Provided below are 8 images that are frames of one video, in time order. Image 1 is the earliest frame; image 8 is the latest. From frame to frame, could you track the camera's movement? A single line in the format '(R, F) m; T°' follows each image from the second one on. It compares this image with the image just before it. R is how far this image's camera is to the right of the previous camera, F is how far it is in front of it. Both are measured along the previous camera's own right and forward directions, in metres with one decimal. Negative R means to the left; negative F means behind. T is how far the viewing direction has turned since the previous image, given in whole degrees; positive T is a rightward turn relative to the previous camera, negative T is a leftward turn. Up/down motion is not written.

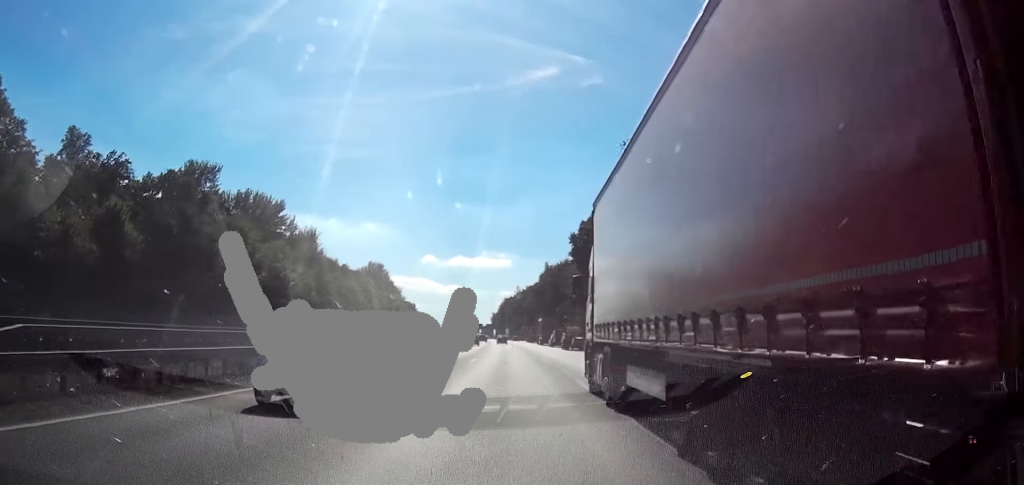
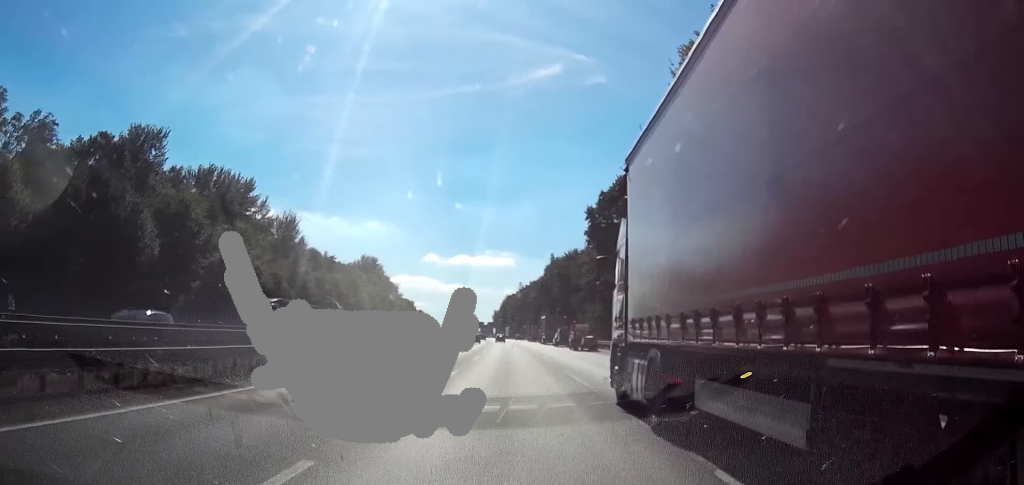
(-0.1, +17.1) m; -1°
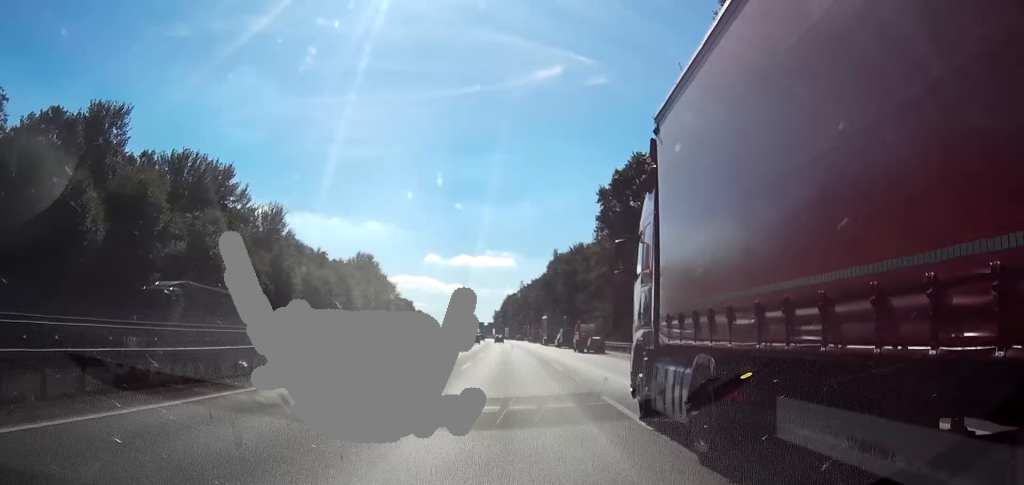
(-0.1, +9.4) m; 0°
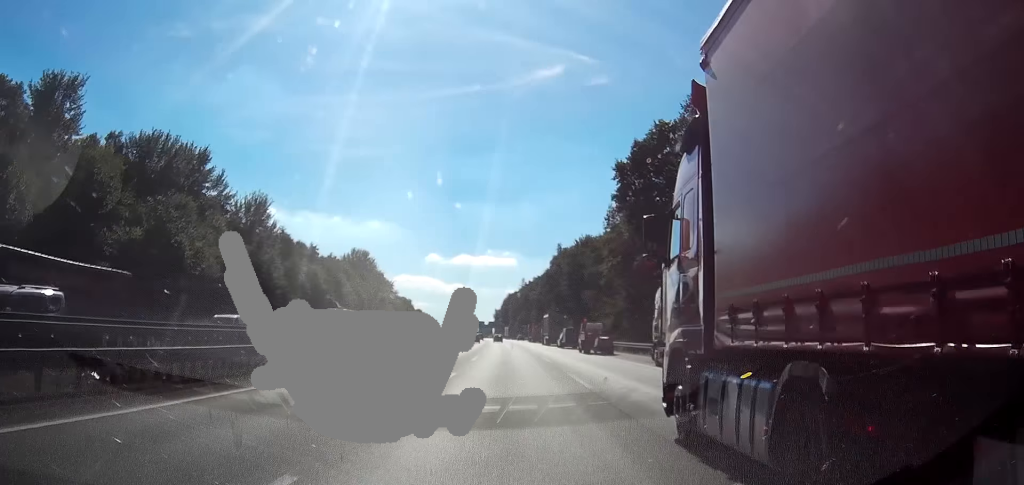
(0.0, +9.5) m; 0°
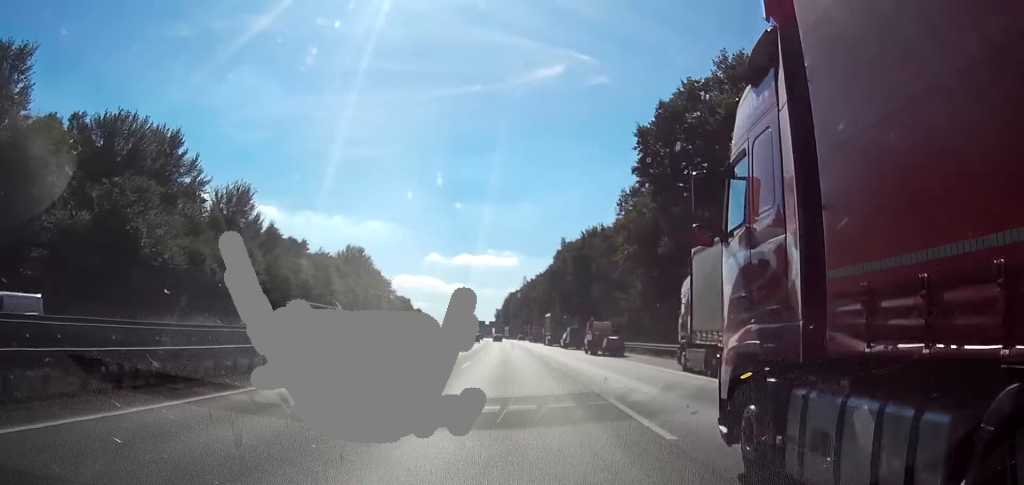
(0.0, +8.8) m; 0°
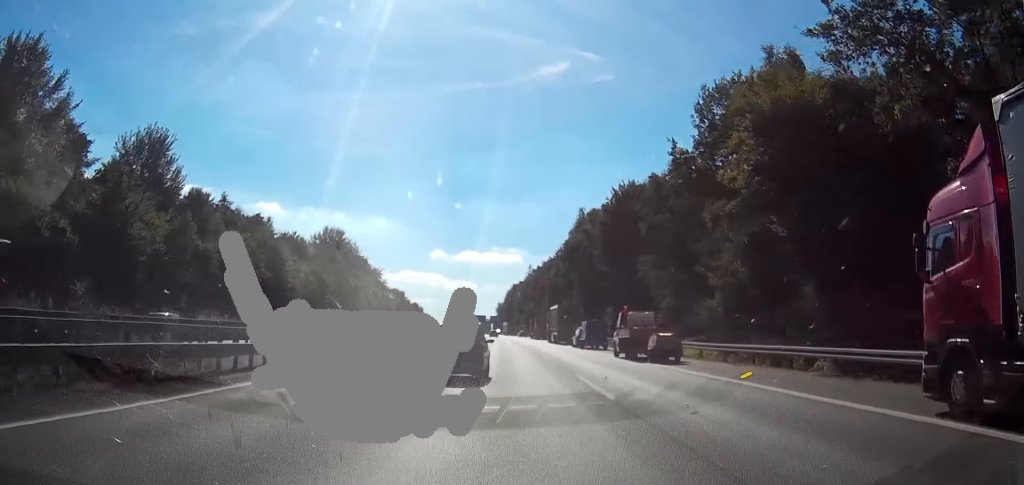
(+0.4, +30.4) m; +2°
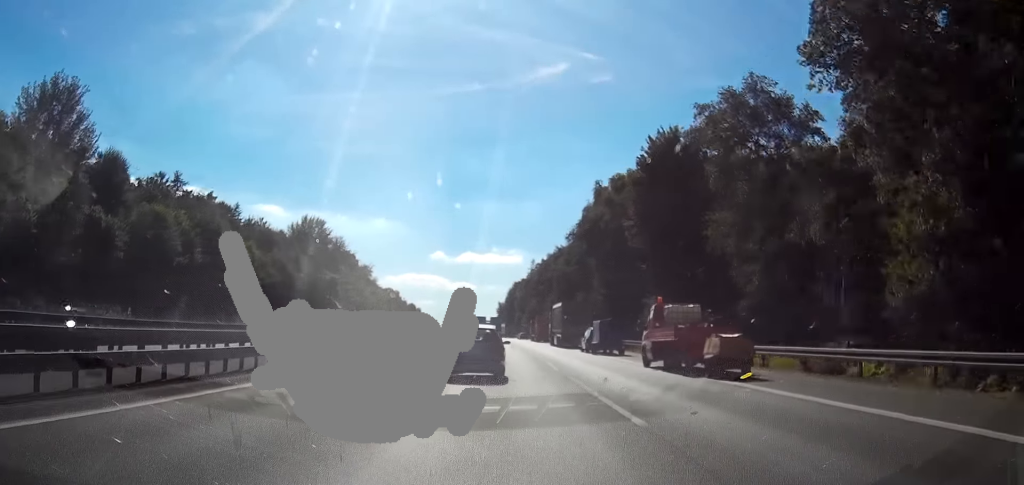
(+0.3, +21.2) m; +1°
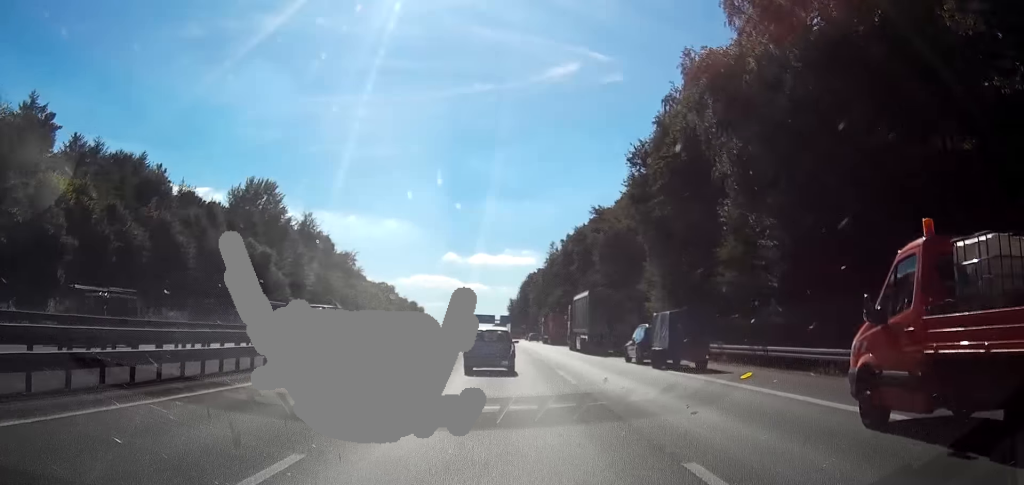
(-0.2, +45.3) m; -1°
